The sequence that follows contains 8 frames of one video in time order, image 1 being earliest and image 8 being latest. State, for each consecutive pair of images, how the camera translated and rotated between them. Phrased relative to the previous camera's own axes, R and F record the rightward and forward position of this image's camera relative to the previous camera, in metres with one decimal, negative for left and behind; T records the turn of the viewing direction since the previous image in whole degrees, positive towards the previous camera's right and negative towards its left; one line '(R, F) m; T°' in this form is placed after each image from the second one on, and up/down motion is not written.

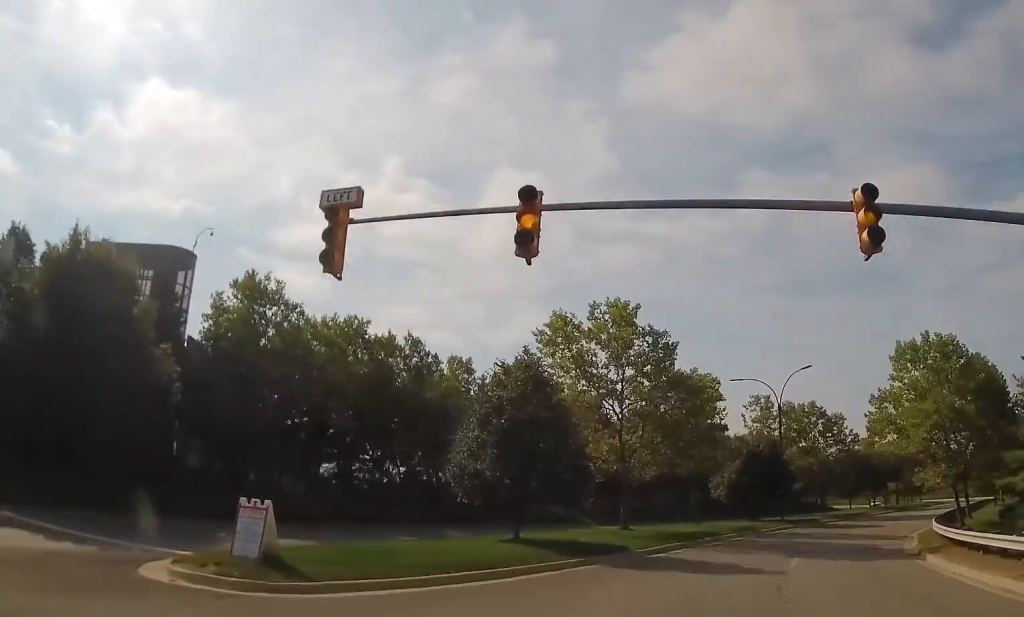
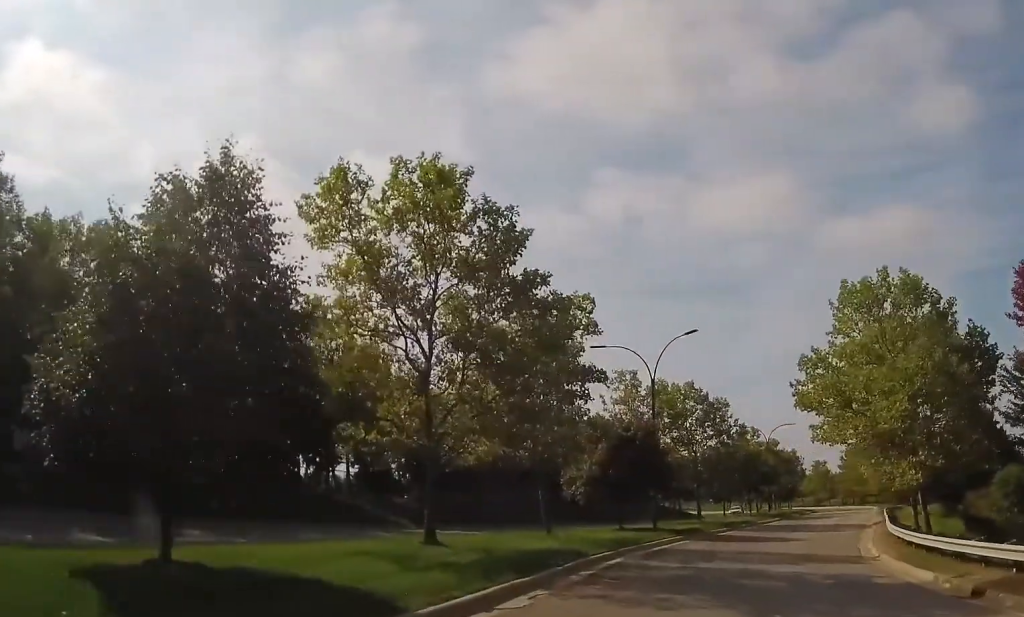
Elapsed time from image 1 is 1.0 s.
(+0.9, +12.3) m; +10°
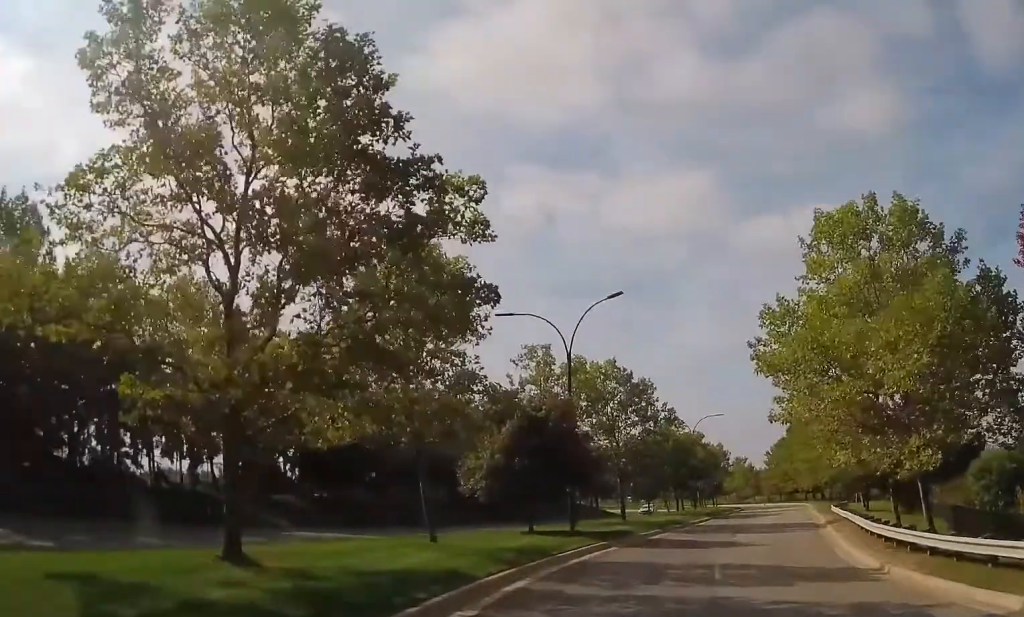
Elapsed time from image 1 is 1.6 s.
(+0.2, +6.8) m; +7°
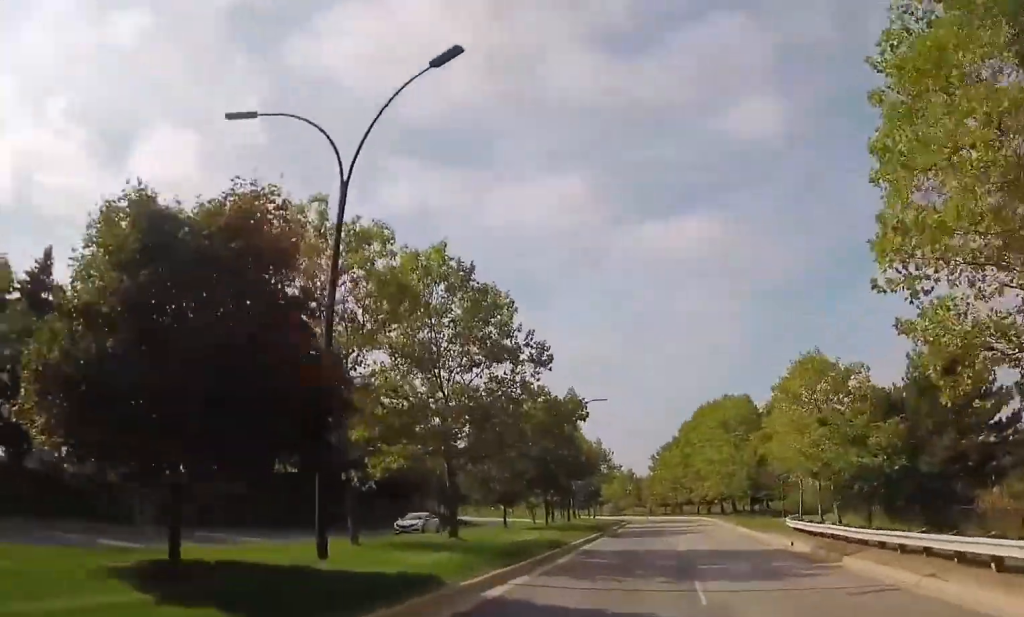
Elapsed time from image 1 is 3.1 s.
(+2.9, +19.4) m; +14°
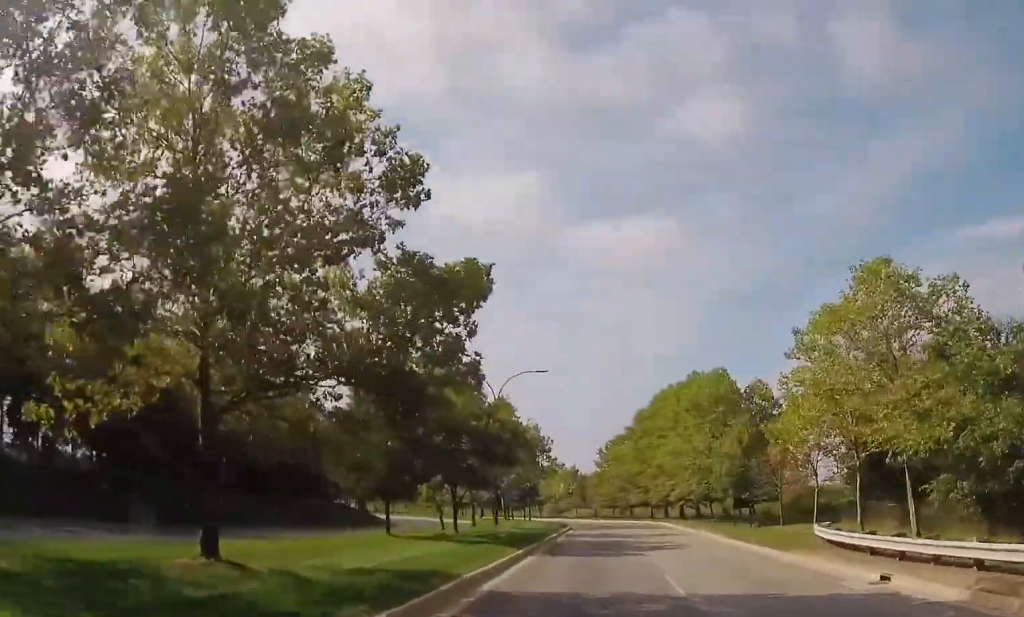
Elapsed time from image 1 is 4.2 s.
(+1.0, +13.9) m; +8°
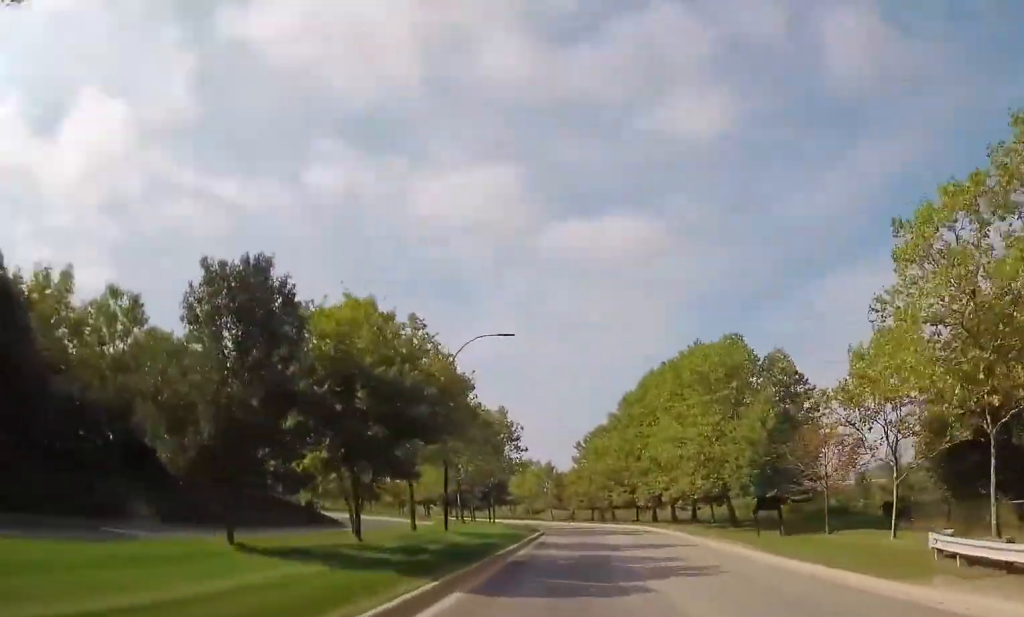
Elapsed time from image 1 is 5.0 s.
(+0.6, +11.1) m; +4°
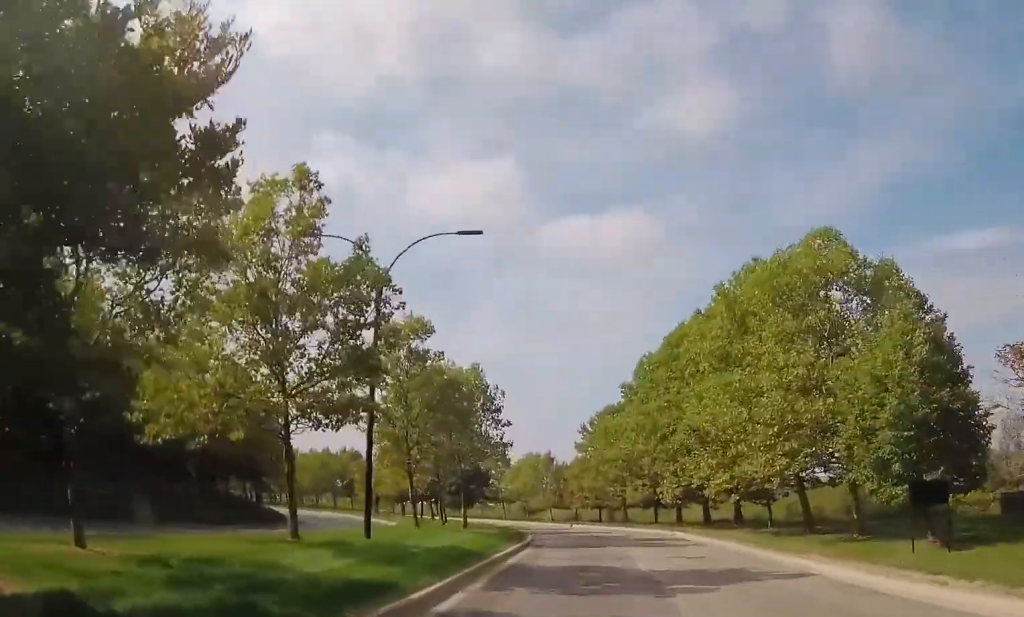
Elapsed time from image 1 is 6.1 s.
(+0.5, +15.5) m; +1°
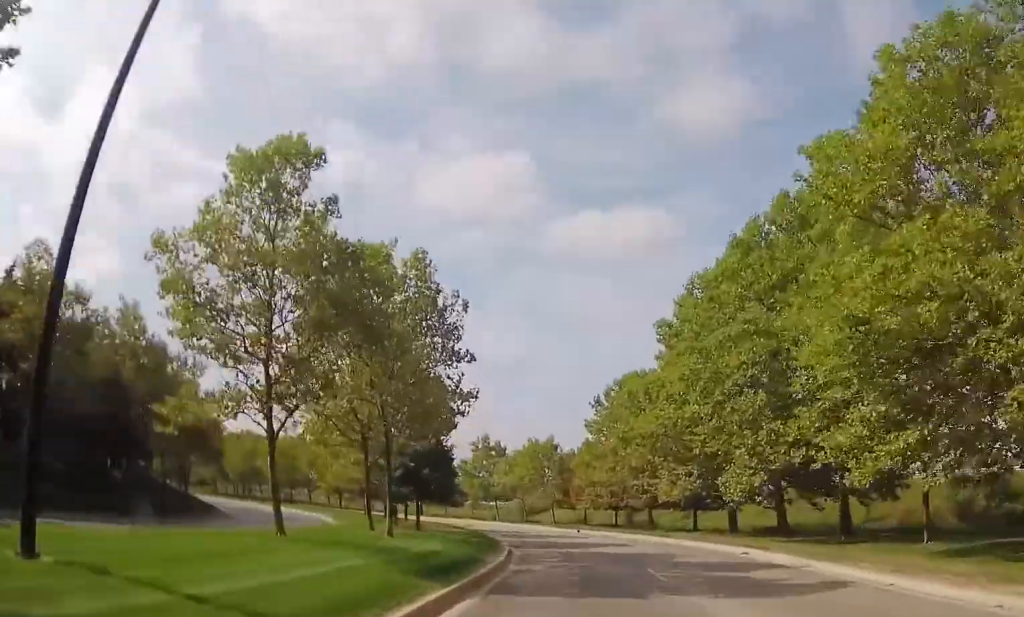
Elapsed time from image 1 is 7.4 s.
(-0.4, +17.2) m; -3°
